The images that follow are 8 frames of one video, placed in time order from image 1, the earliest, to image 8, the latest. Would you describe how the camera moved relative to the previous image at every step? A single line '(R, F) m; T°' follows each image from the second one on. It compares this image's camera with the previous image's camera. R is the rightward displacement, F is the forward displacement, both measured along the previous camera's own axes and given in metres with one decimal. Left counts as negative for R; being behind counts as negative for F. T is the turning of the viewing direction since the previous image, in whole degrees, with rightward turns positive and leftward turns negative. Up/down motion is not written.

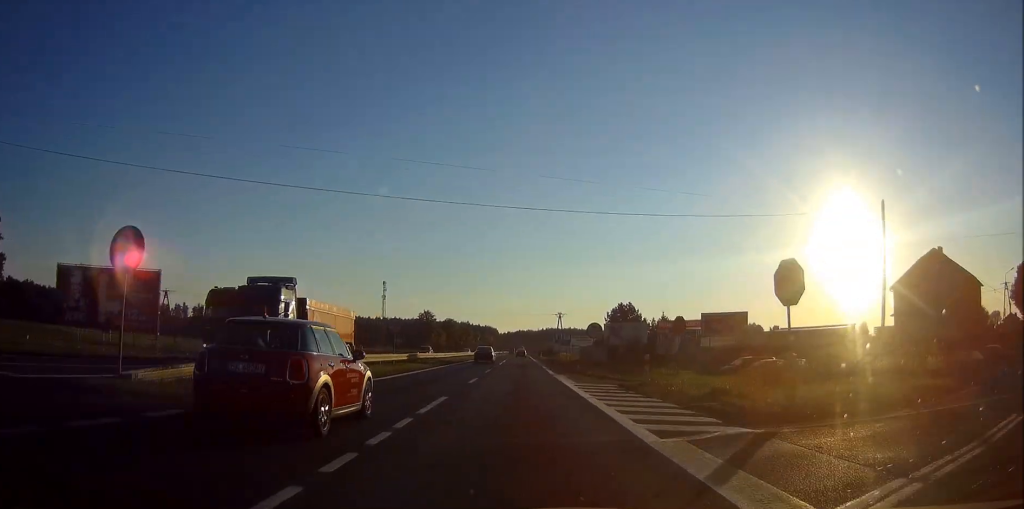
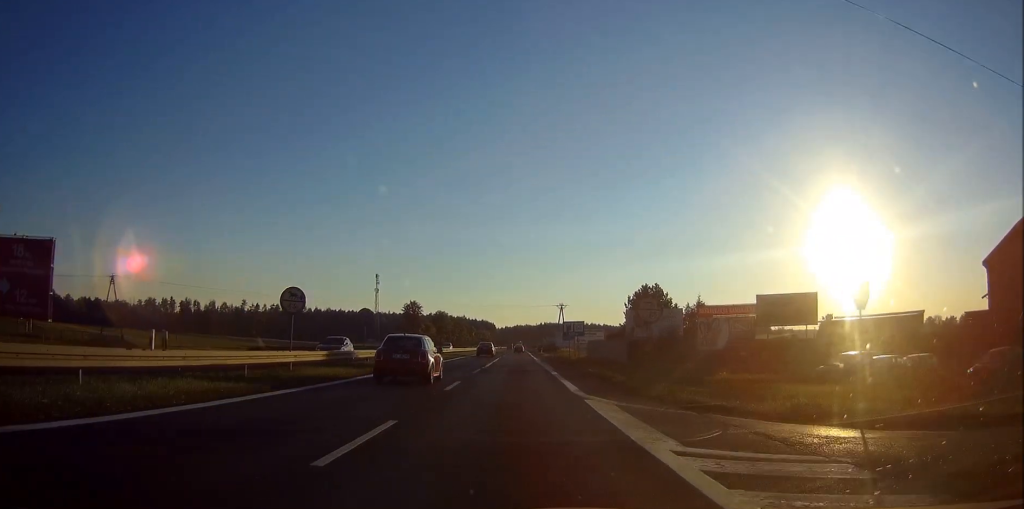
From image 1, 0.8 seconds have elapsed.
(0.0, +13.7) m; 0°
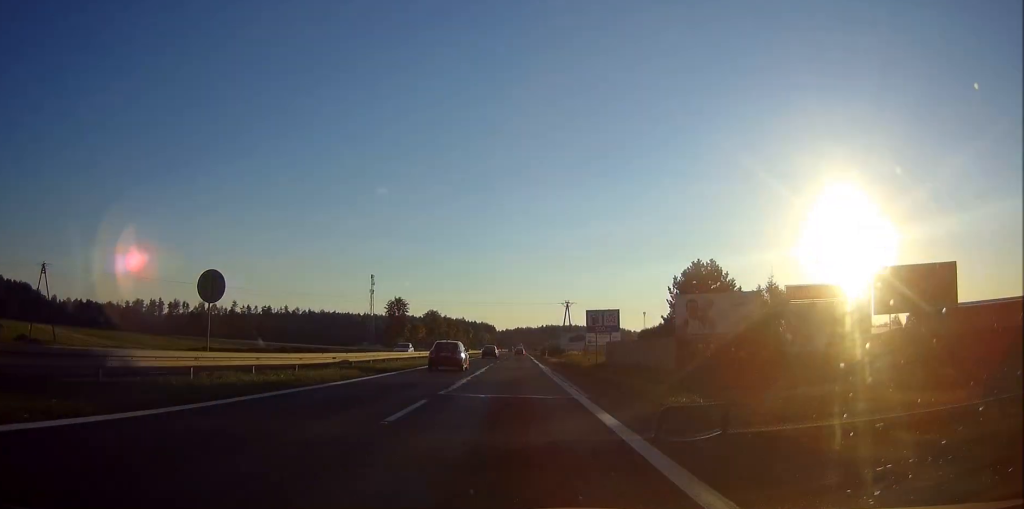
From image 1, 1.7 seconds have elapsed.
(0.0, +16.5) m; 0°
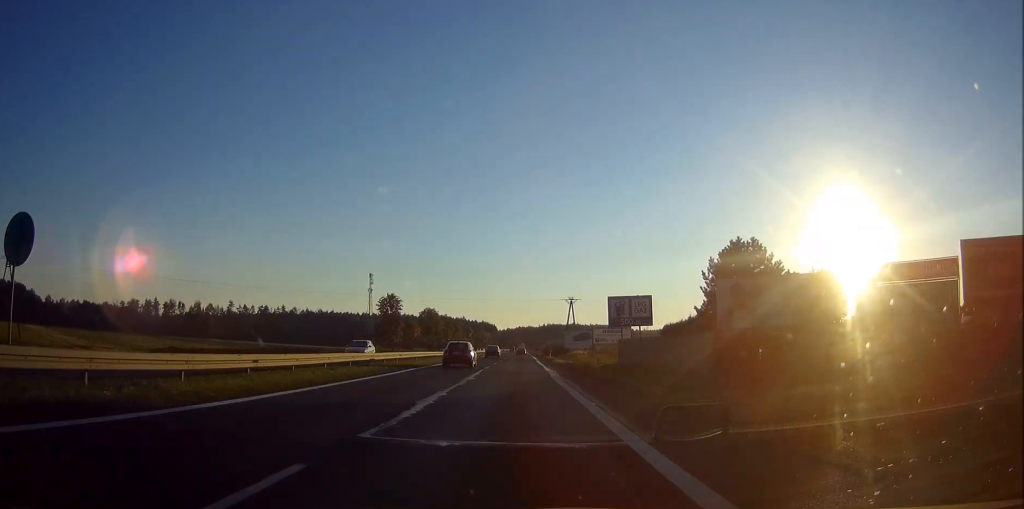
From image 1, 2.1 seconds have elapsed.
(0.0, +7.9) m; 0°
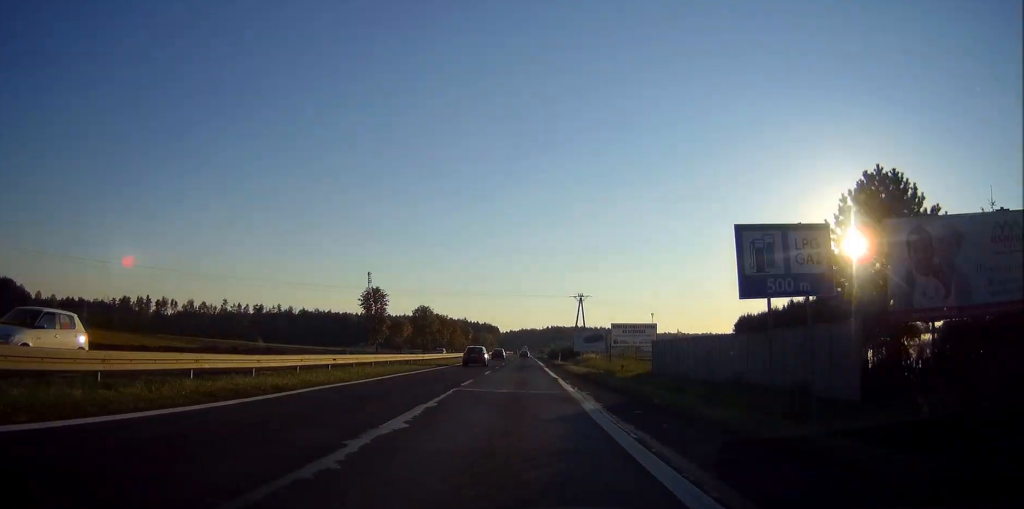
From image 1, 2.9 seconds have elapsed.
(0.0, +15.0) m; 0°
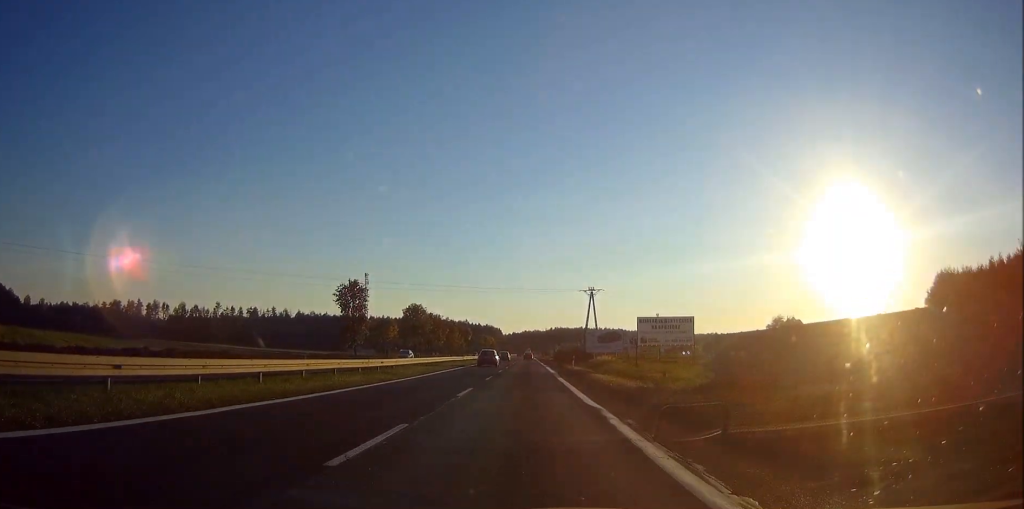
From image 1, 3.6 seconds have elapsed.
(0.0, +15.4) m; 0°
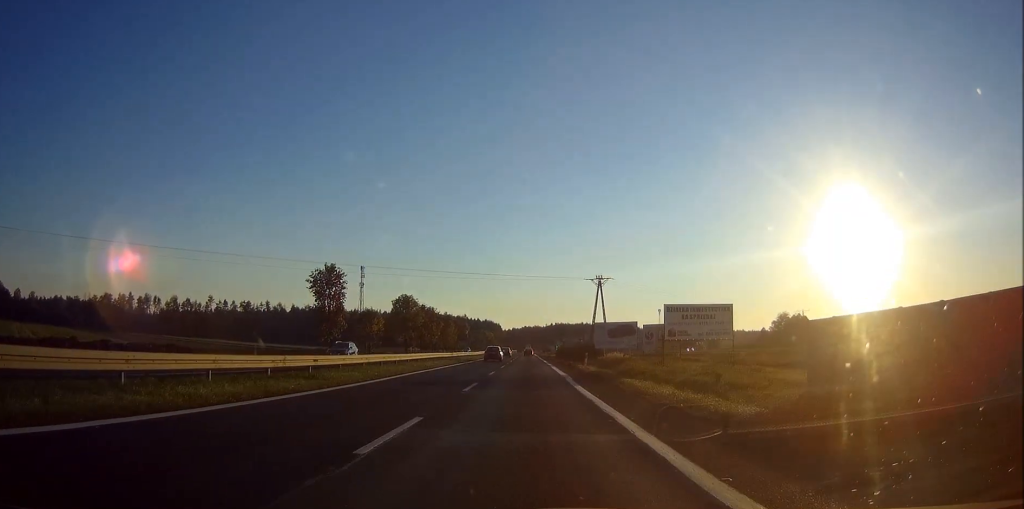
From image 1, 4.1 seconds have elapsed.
(0.0, +11.4) m; 0°
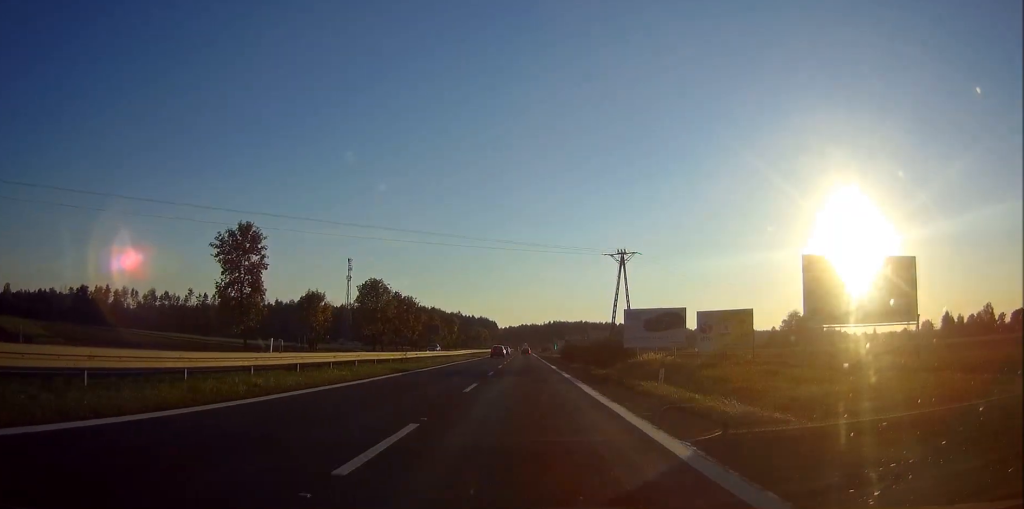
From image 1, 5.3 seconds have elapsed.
(0.0, +24.8) m; 0°
